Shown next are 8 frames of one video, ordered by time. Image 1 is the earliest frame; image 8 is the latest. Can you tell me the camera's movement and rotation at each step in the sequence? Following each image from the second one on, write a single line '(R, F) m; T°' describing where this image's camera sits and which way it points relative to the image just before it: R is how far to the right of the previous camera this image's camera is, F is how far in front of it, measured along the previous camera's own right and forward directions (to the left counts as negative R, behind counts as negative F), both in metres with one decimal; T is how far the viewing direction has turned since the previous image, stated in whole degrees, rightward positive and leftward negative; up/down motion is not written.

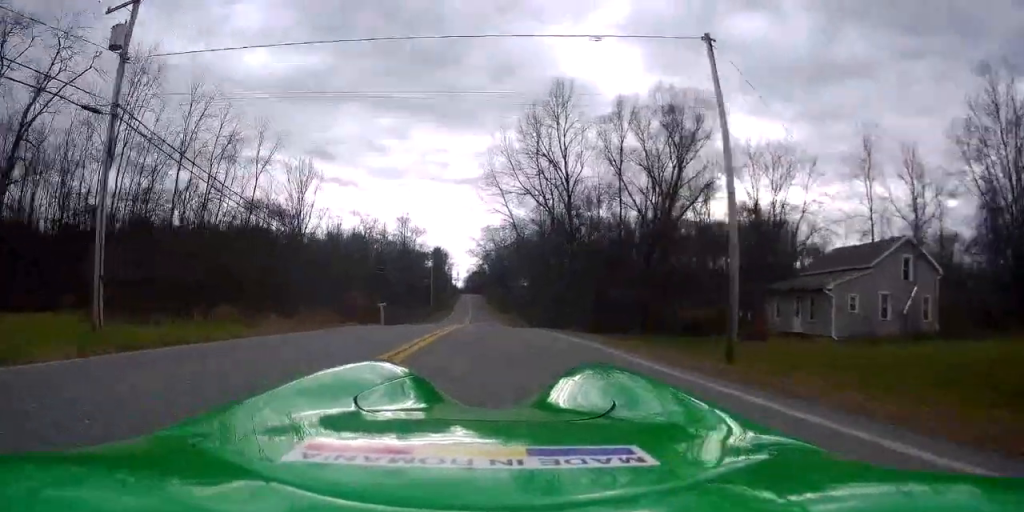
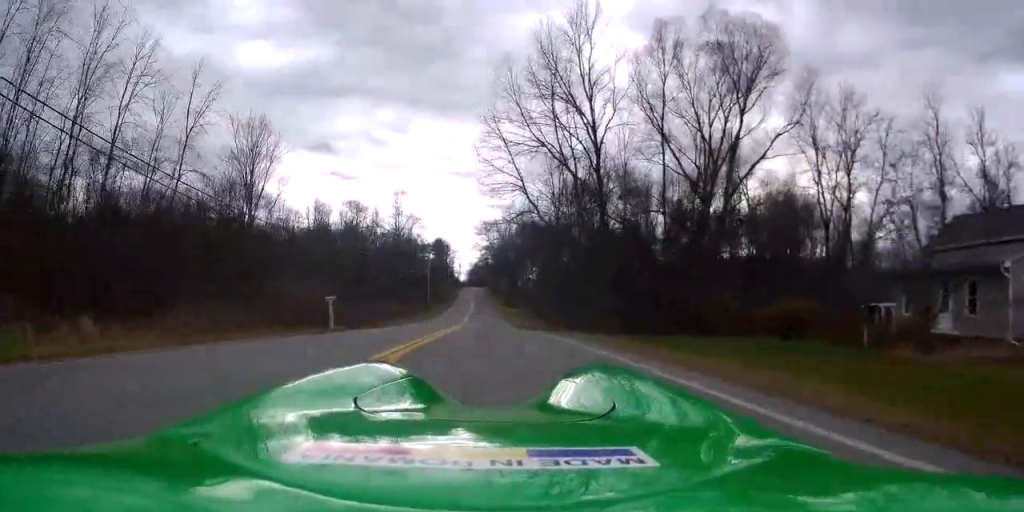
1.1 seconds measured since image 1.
(-0.5, +13.0) m; -4°
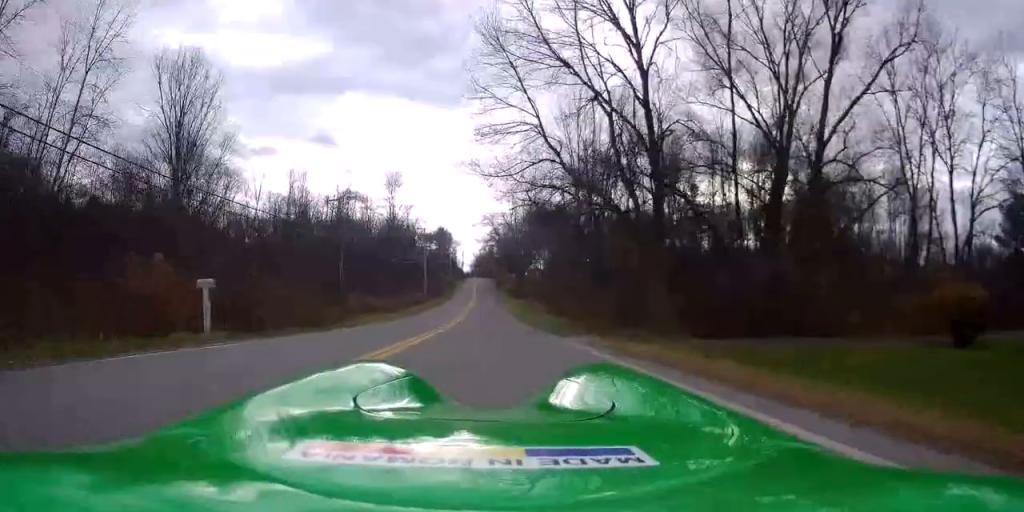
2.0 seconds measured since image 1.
(-0.1, +11.6) m; -1°
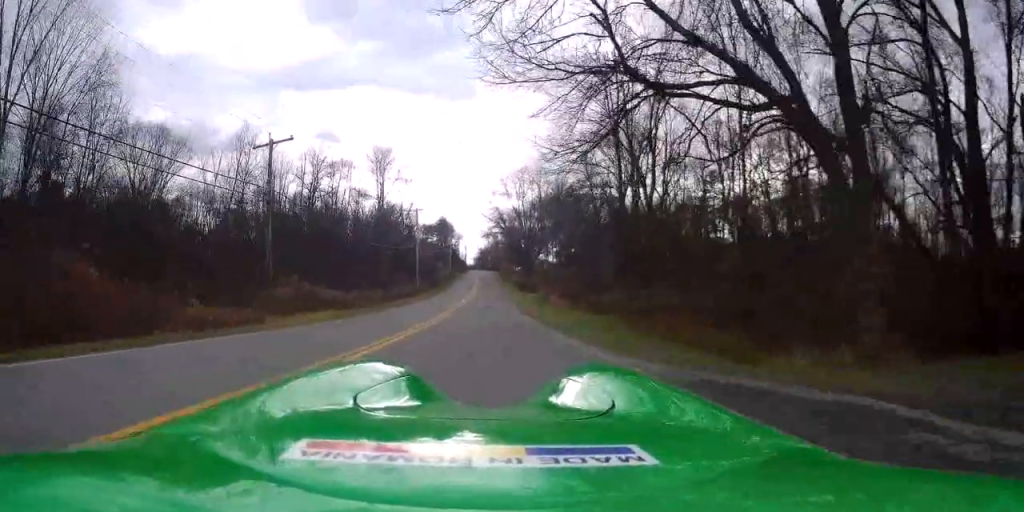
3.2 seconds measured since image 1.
(0.0, +14.8) m; 0°
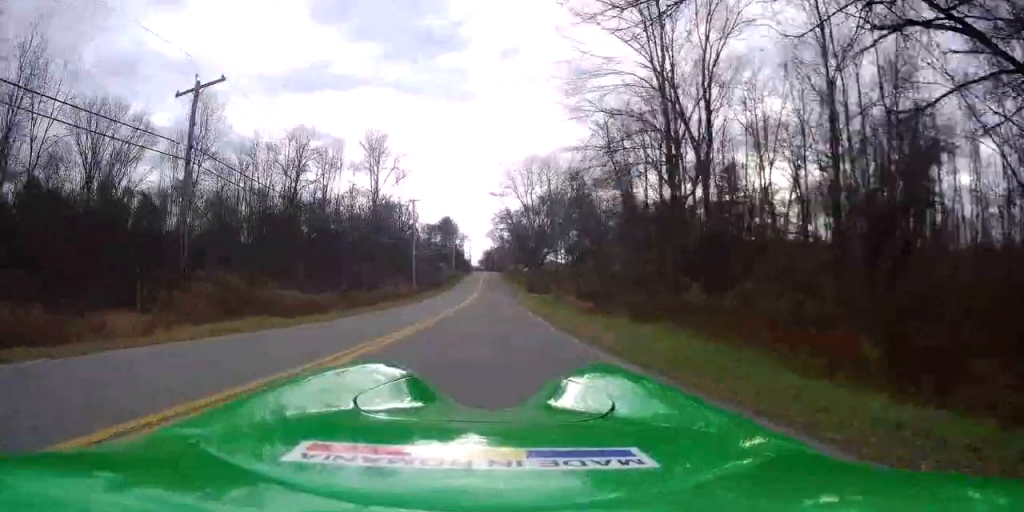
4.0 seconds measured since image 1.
(0.0, +8.8) m; 0°
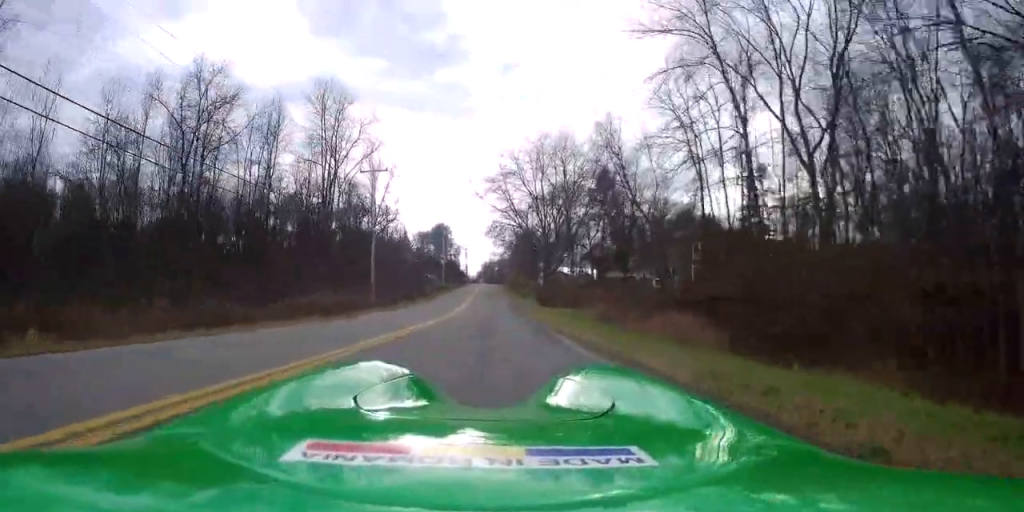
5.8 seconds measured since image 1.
(0.0, +23.0) m; 0°
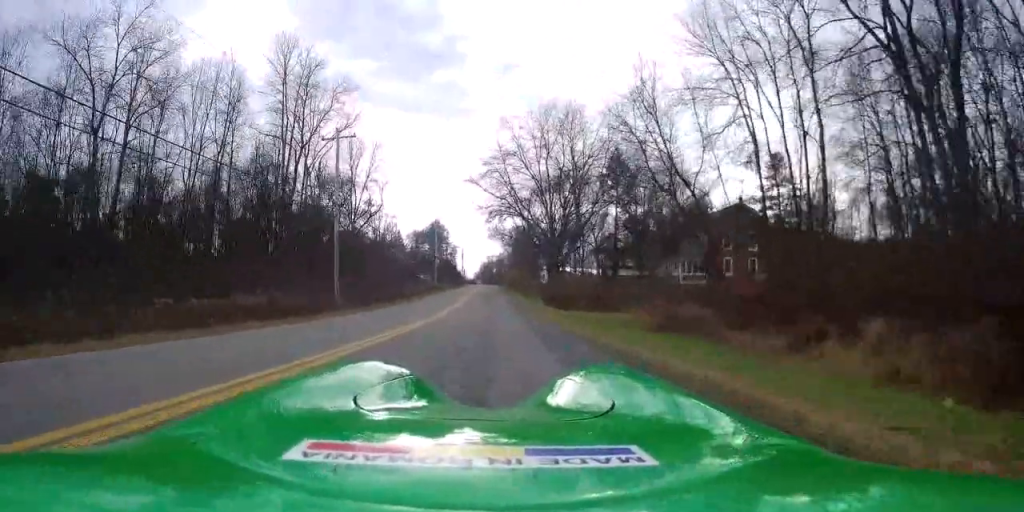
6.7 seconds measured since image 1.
(0.0, +11.1) m; 0°
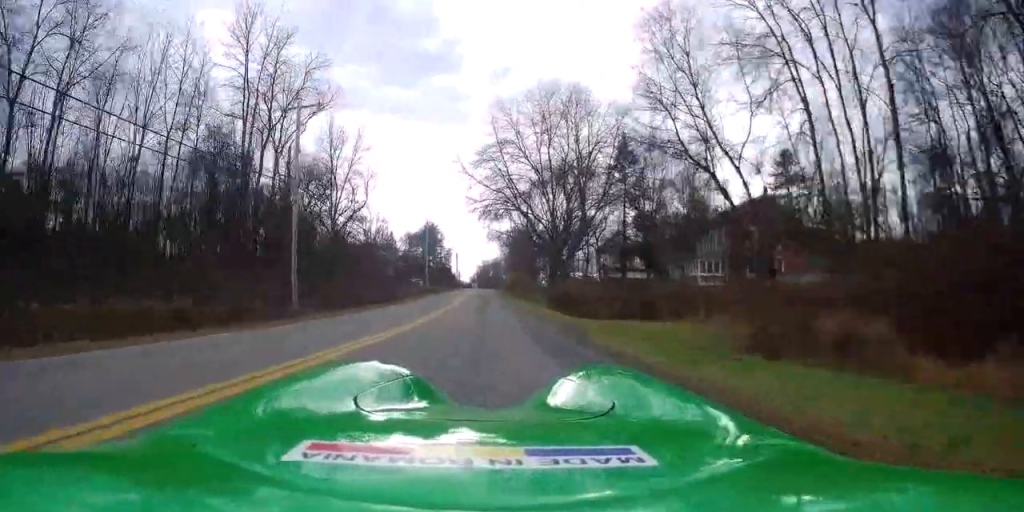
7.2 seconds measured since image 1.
(0.0, +6.4) m; 0°
